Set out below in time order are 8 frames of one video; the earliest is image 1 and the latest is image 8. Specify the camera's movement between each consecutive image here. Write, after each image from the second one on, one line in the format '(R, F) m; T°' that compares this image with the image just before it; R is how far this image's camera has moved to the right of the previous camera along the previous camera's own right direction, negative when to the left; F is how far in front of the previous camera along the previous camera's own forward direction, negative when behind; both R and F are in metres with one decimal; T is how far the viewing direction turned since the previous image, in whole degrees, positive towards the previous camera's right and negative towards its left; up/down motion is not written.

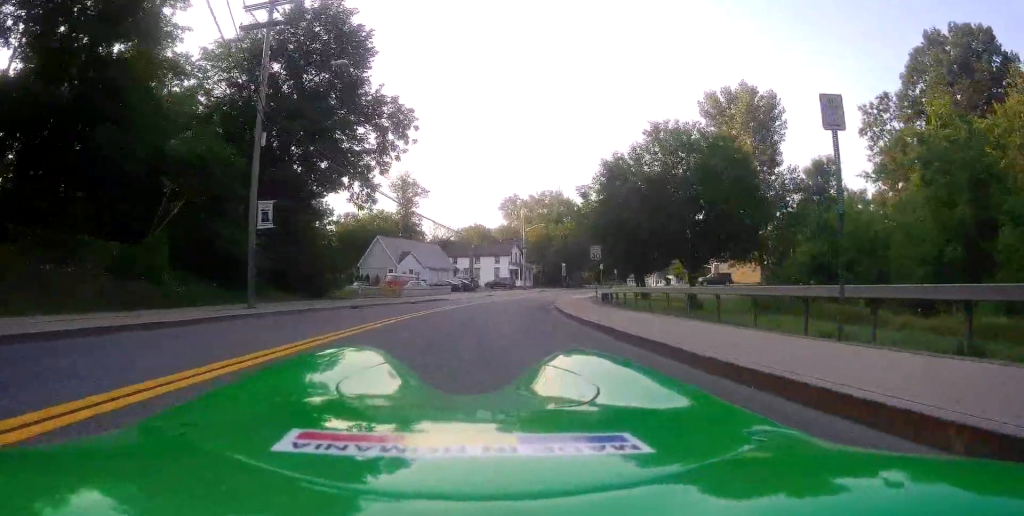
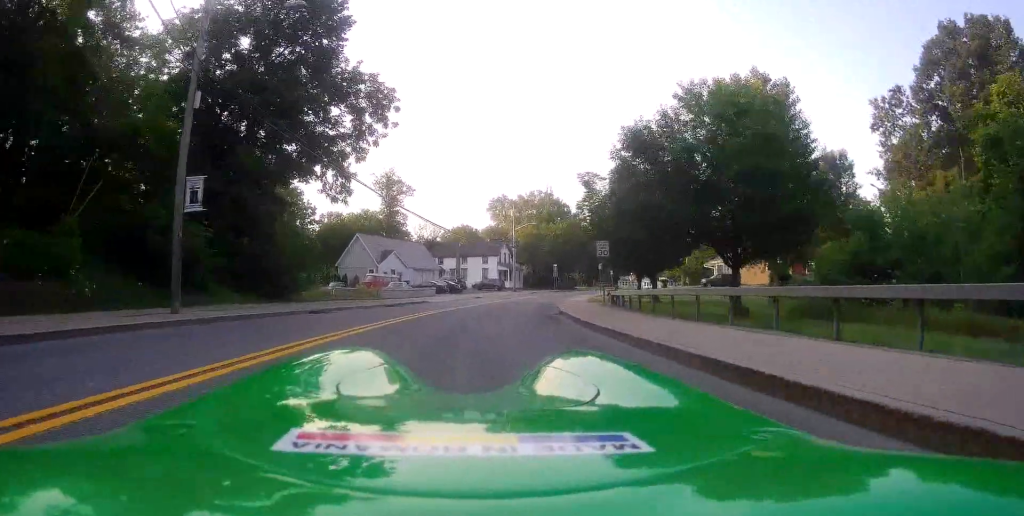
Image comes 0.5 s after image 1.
(+0.1, +4.8) m; 0°
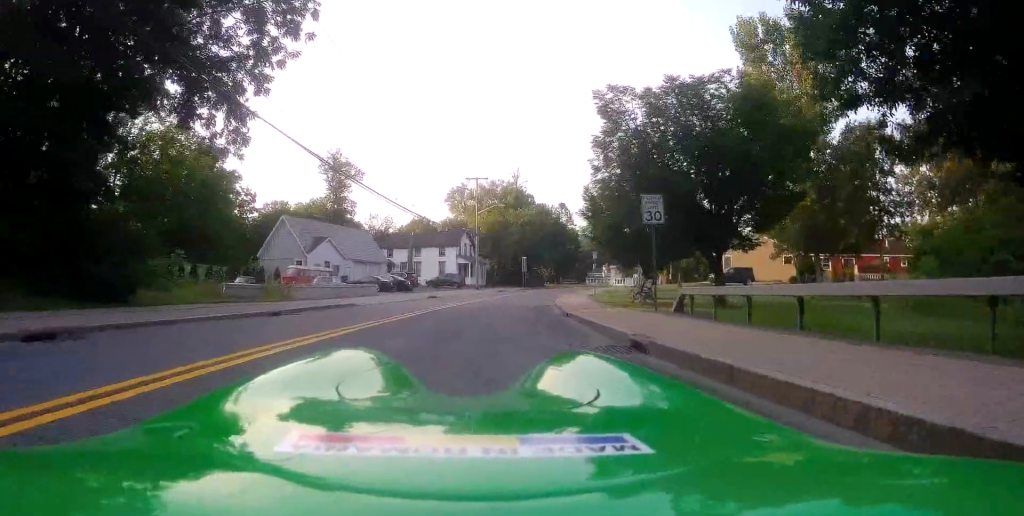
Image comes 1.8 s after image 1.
(-0.1, +12.7) m; +1°
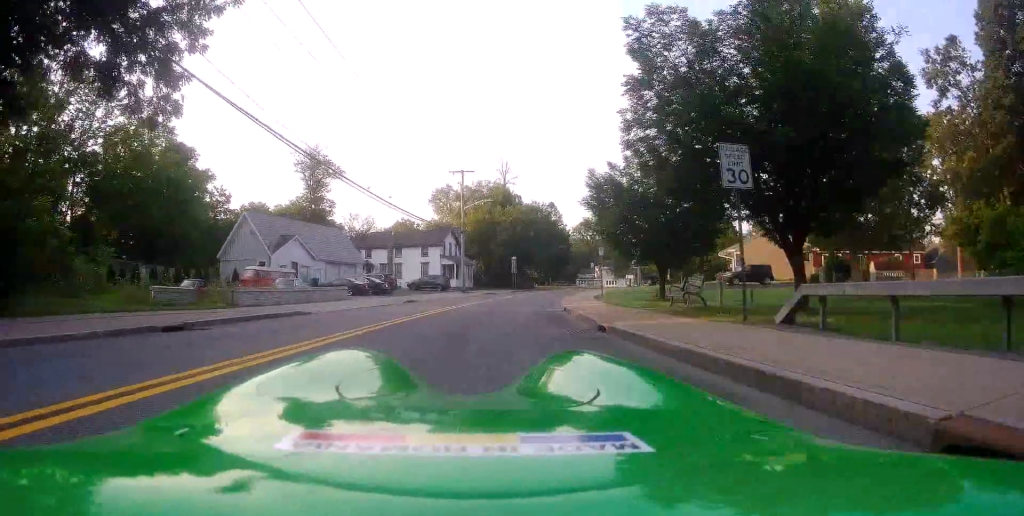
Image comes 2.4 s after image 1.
(+0.3, +5.4) m; -3°
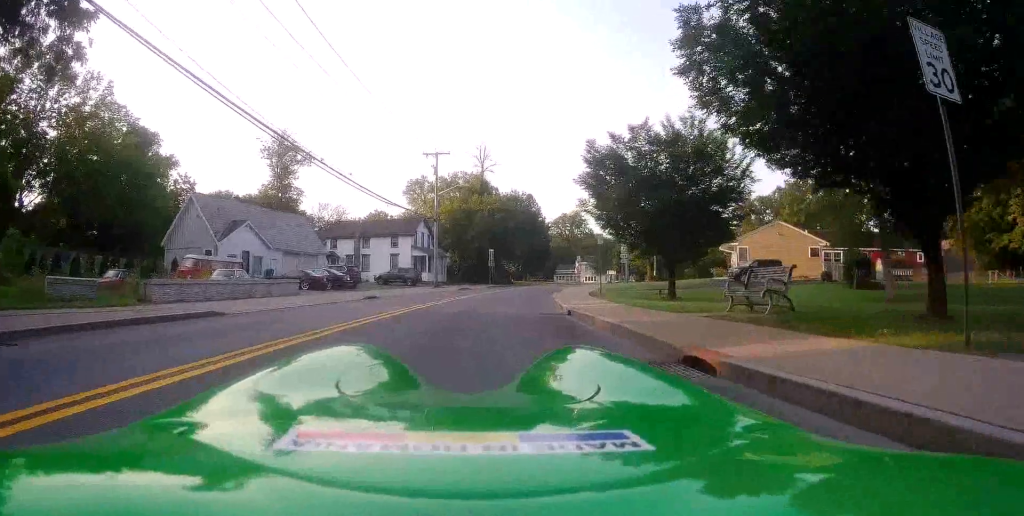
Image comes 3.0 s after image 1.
(+0.1, +4.6) m; +1°
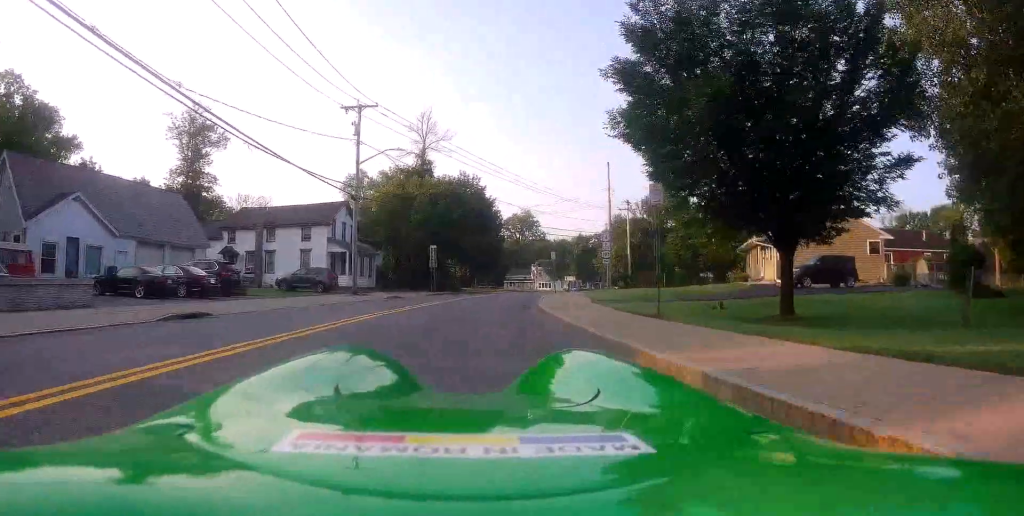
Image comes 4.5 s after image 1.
(+1.8, +11.8) m; +18°
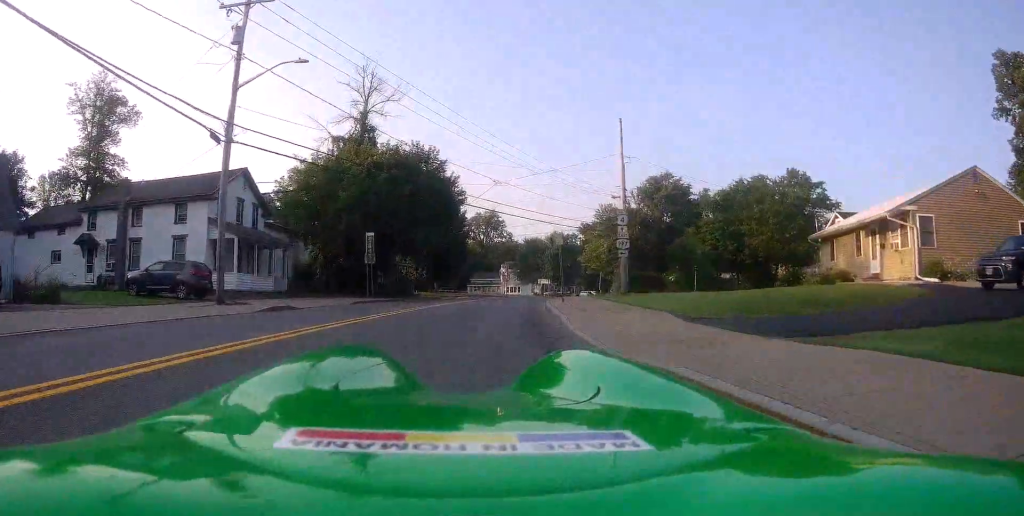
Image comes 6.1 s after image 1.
(+0.8, +17.1) m; +1°
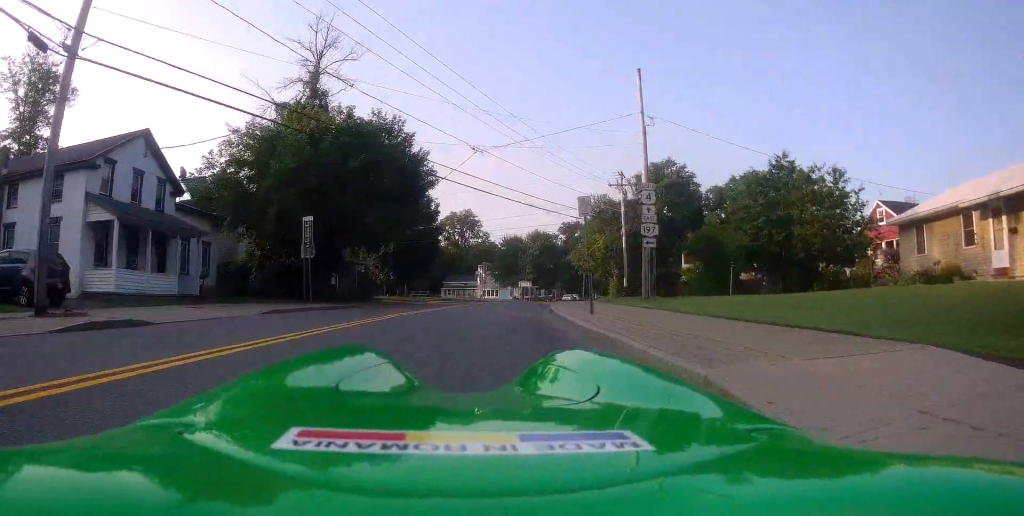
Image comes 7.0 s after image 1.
(-0.1, +9.7) m; +1°
